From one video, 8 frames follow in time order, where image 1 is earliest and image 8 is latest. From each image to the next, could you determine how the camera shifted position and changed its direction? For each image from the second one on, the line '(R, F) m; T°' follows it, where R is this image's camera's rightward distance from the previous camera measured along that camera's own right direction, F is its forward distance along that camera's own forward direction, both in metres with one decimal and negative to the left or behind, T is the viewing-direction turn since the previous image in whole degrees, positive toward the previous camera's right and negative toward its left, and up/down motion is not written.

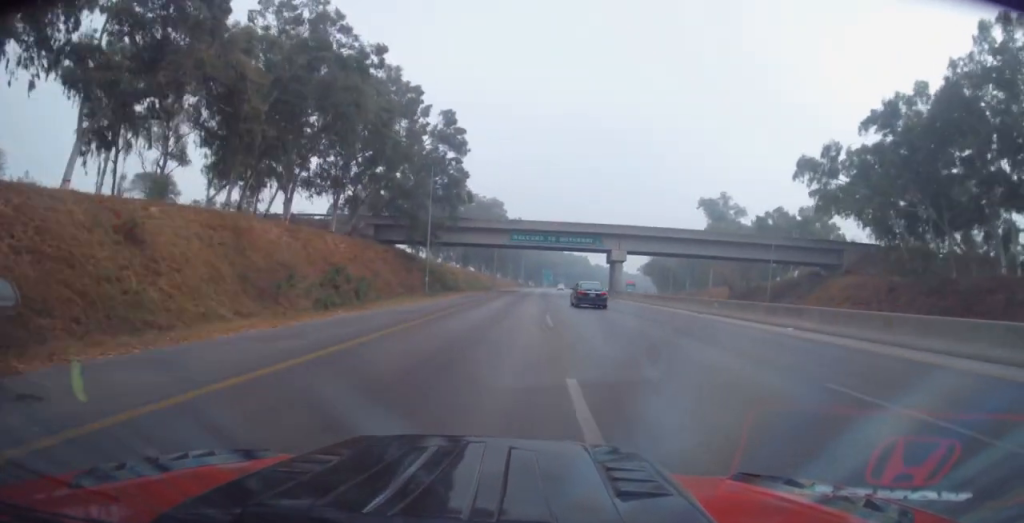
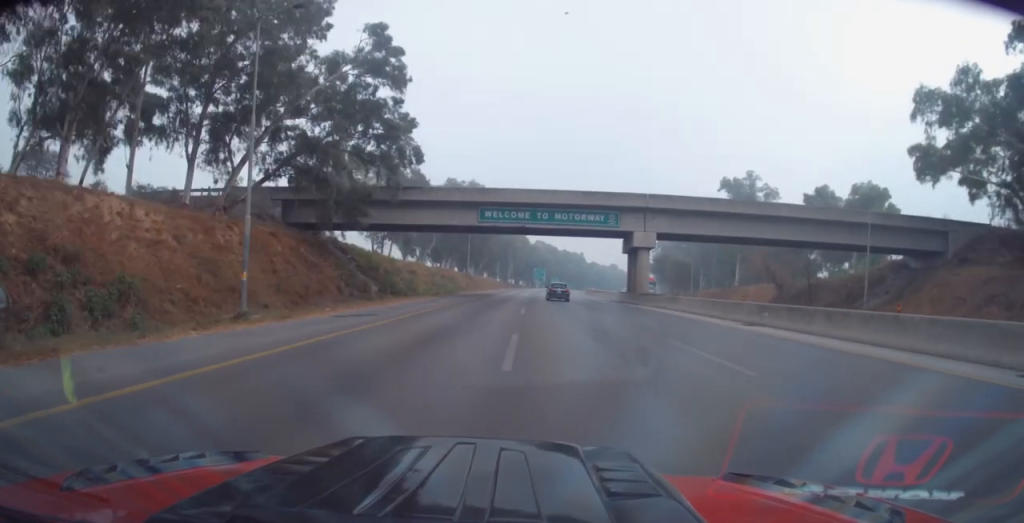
(-0.2, +25.2) m; +1°
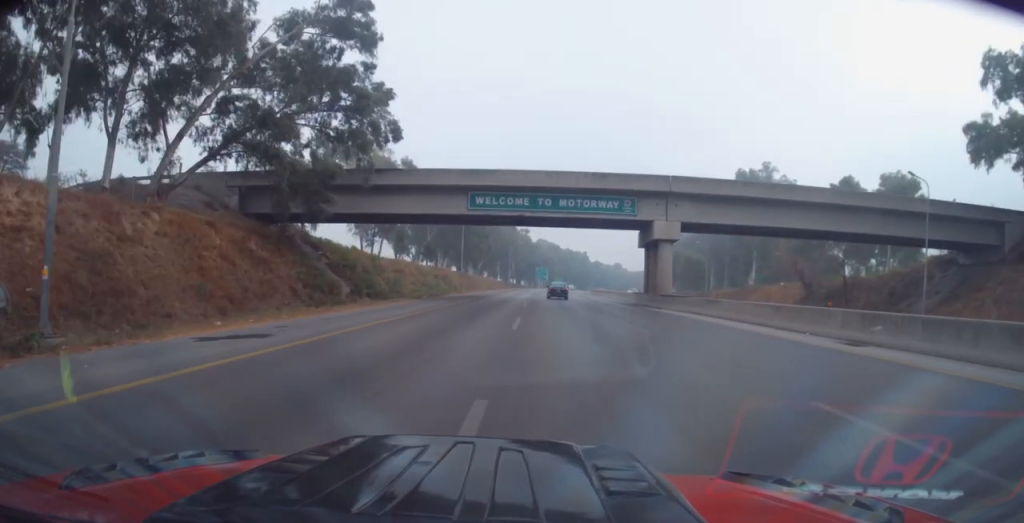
(+0.1, +8.2) m; 0°
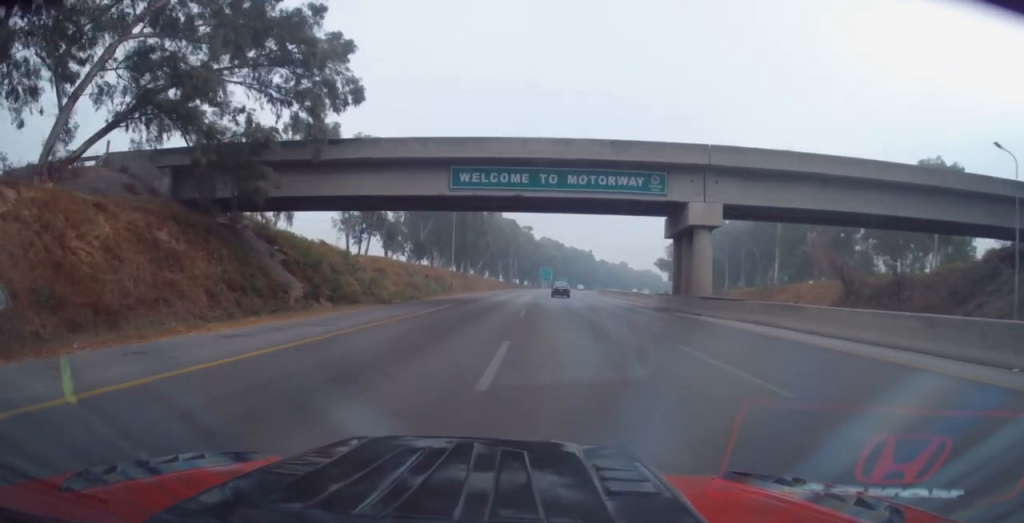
(+0.3, +9.3) m; -1°
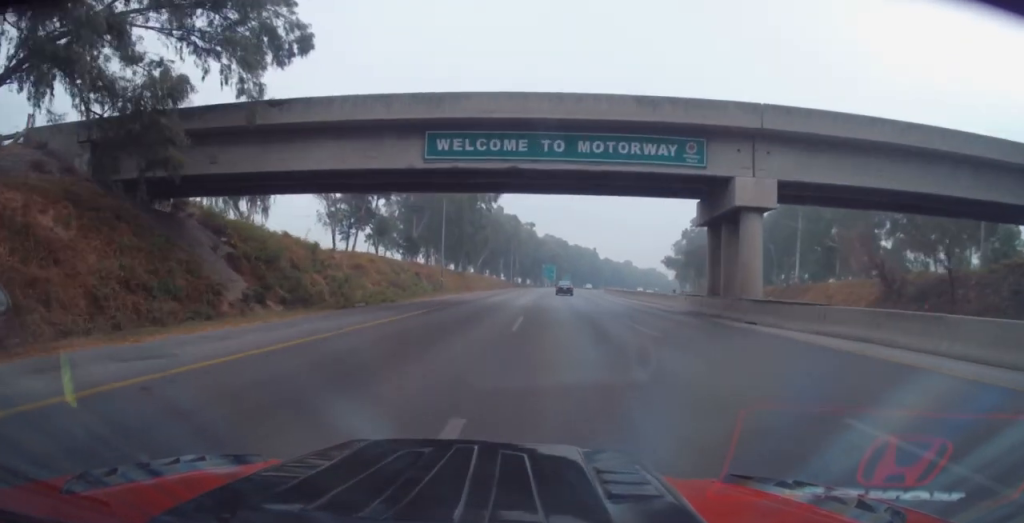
(-0.2, +7.5) m; -1°
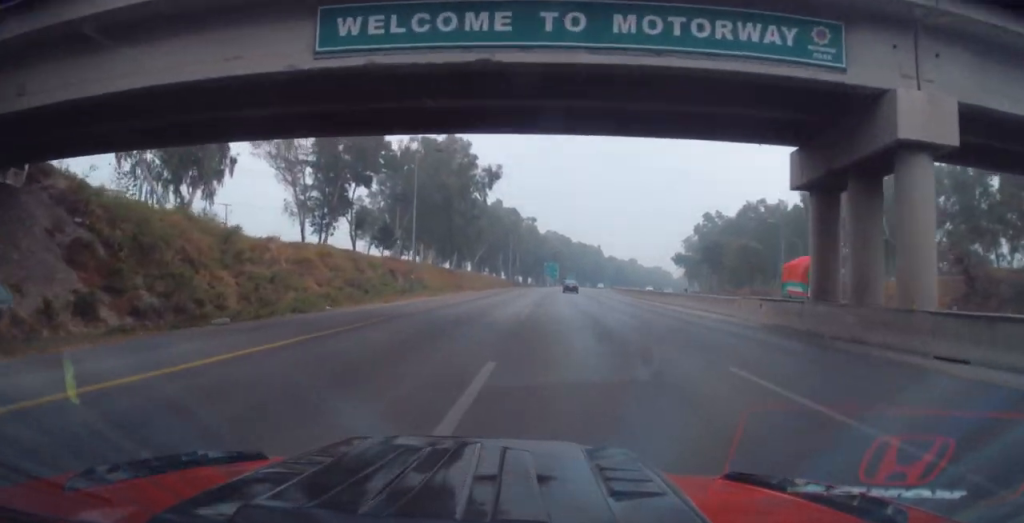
(-0.3, +12.3) m; -2°
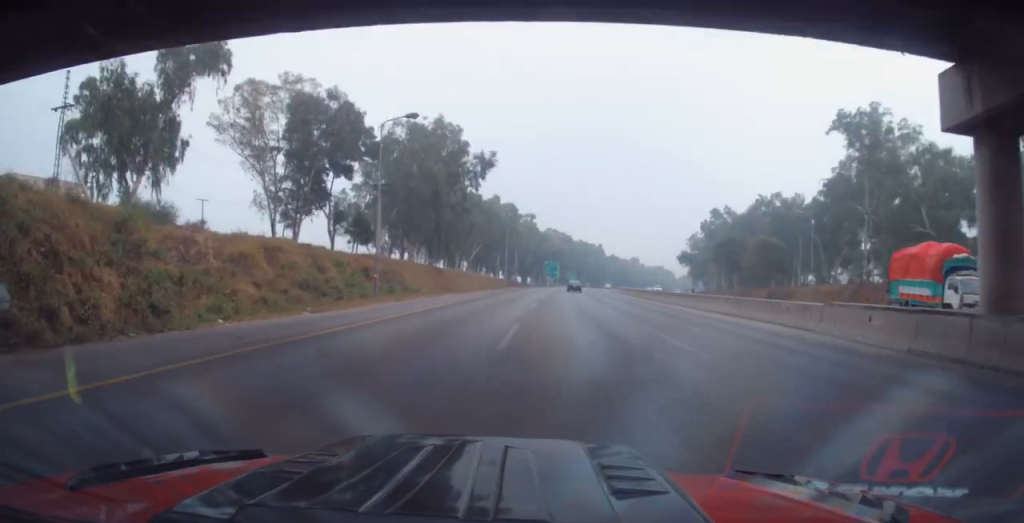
(-0.1, +8.3) m; +1°
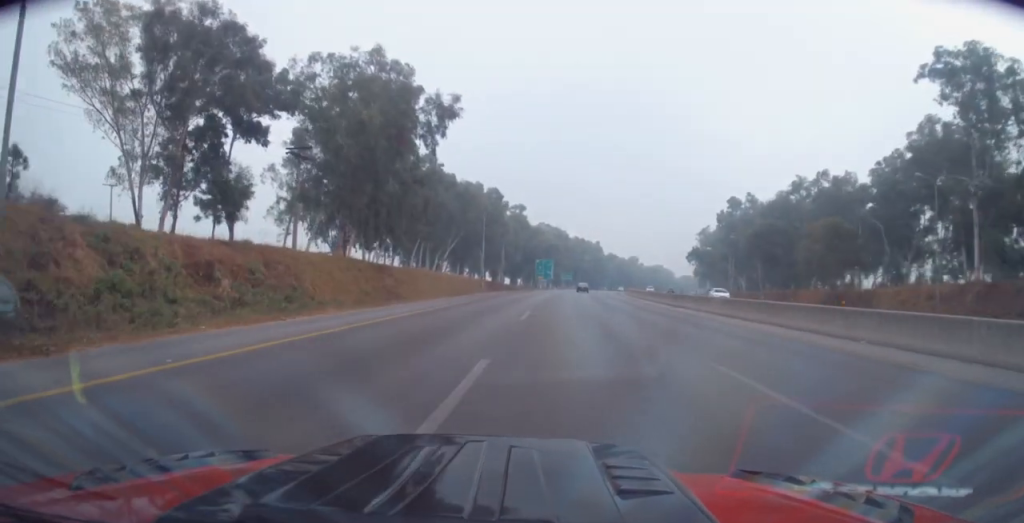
(+0.8, +23.3) m; +3°
